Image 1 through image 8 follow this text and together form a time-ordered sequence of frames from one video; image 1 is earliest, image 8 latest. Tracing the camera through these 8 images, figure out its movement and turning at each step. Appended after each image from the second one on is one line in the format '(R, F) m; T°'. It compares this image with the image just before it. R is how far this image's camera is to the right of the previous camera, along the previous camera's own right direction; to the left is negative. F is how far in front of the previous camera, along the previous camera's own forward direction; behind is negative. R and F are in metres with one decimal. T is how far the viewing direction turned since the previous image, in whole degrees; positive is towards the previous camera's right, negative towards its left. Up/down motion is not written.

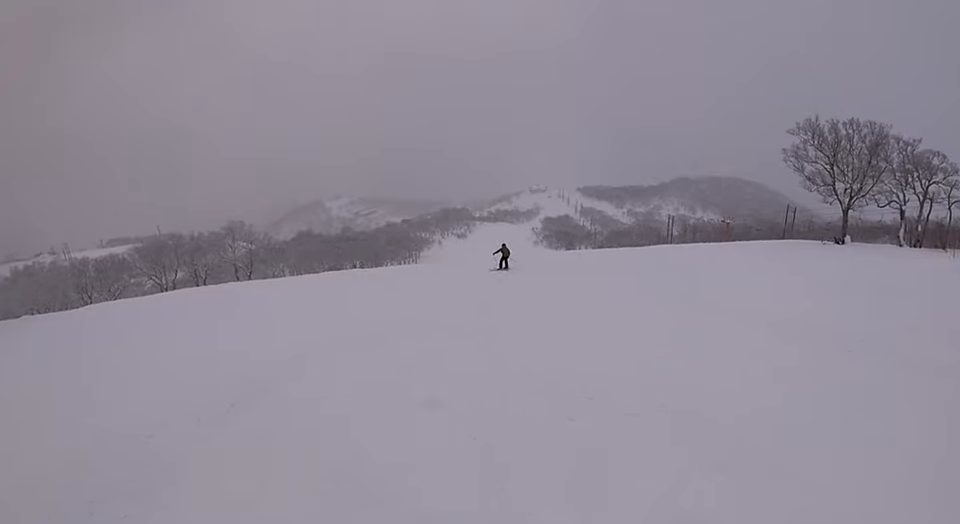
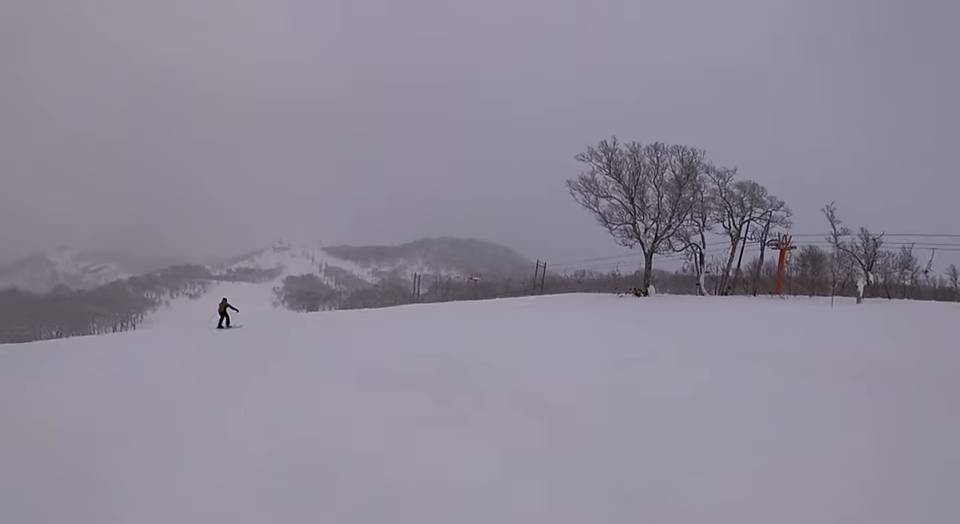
(+4.3, +13.5) m; +15°
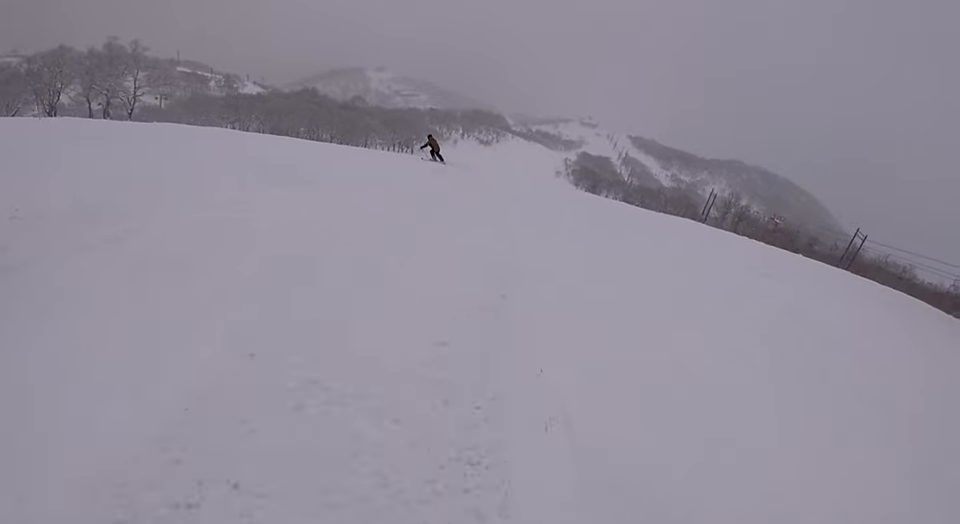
(-3.9, +9.3) m; -39°
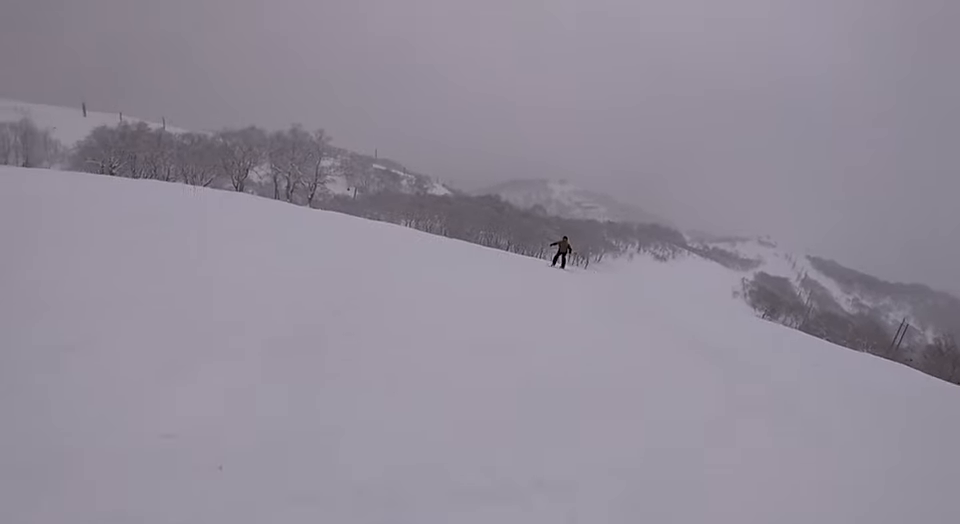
(-0.1, +4.9) m; -10°
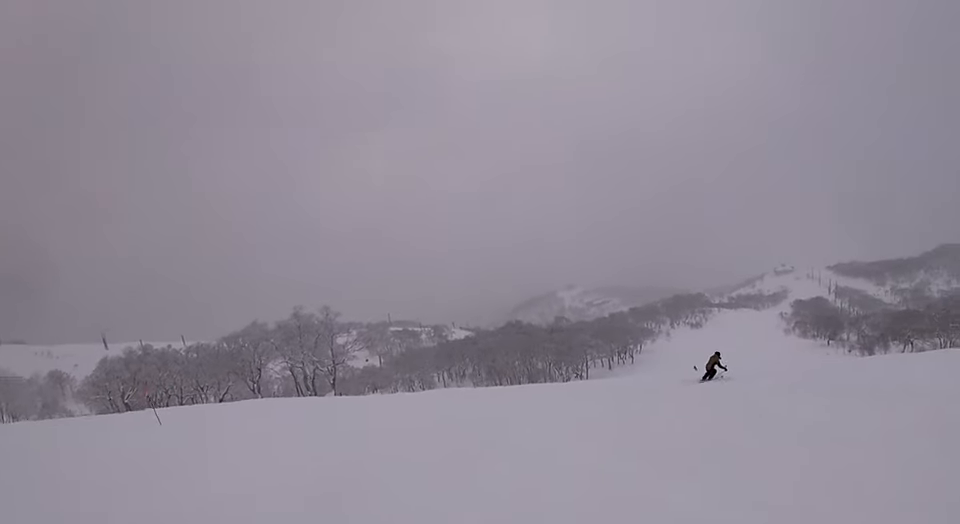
(-1.7, +9.3) m; +3°
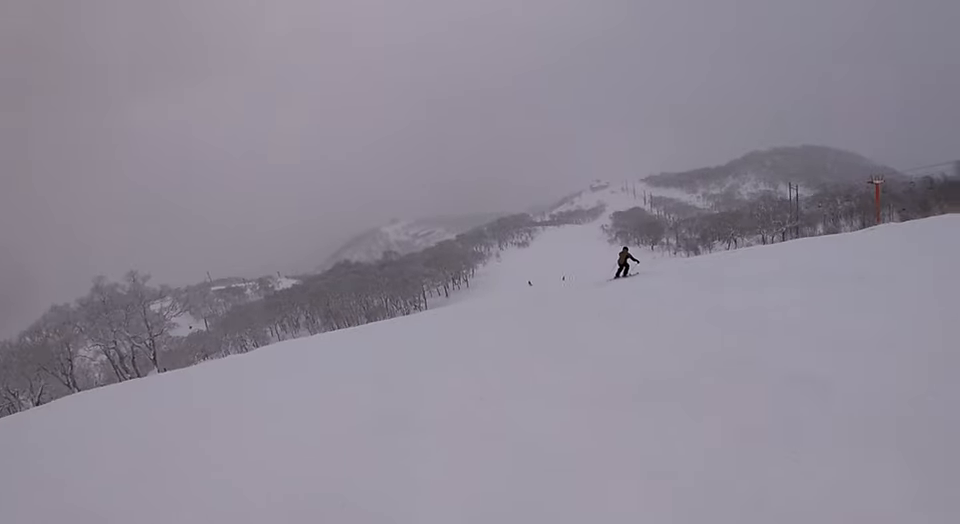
(+1.1, +2.7) m; +13°
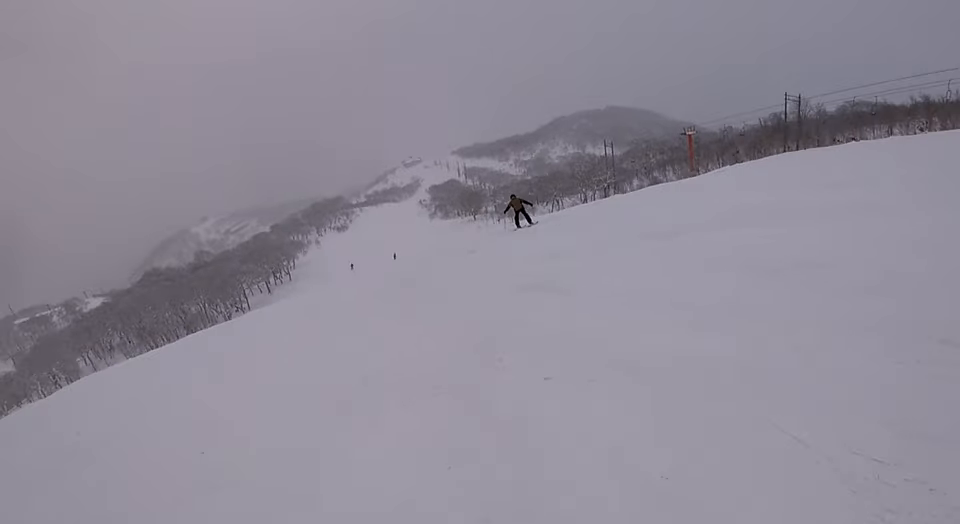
(+0.5, +3.2) m; +14°
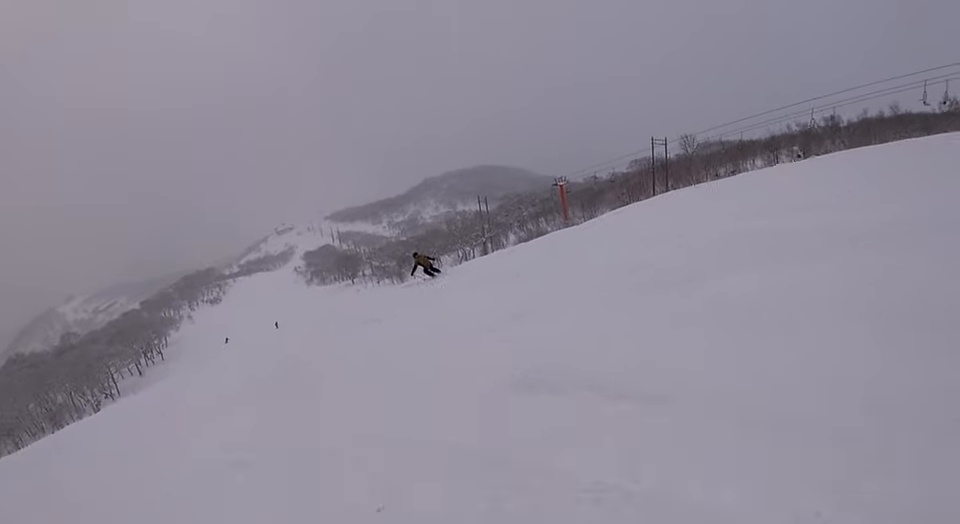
(+0.2, +2.8) m; +10°
